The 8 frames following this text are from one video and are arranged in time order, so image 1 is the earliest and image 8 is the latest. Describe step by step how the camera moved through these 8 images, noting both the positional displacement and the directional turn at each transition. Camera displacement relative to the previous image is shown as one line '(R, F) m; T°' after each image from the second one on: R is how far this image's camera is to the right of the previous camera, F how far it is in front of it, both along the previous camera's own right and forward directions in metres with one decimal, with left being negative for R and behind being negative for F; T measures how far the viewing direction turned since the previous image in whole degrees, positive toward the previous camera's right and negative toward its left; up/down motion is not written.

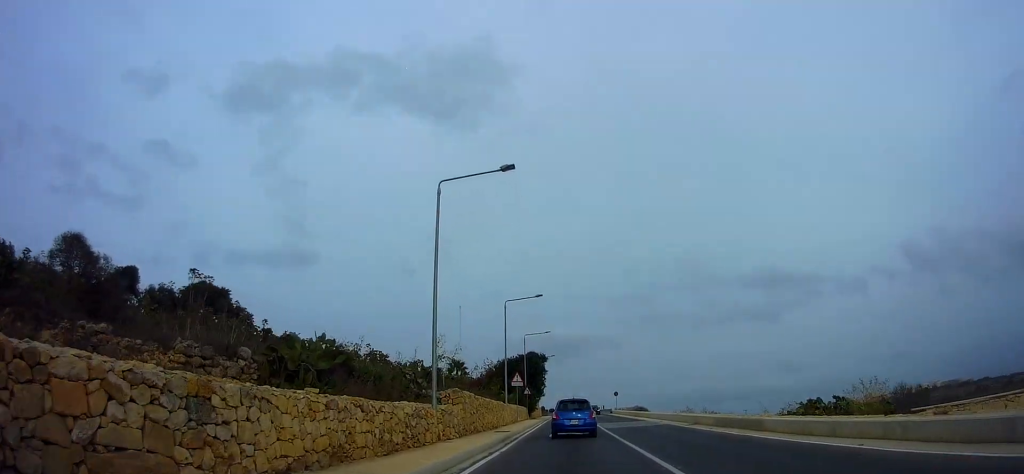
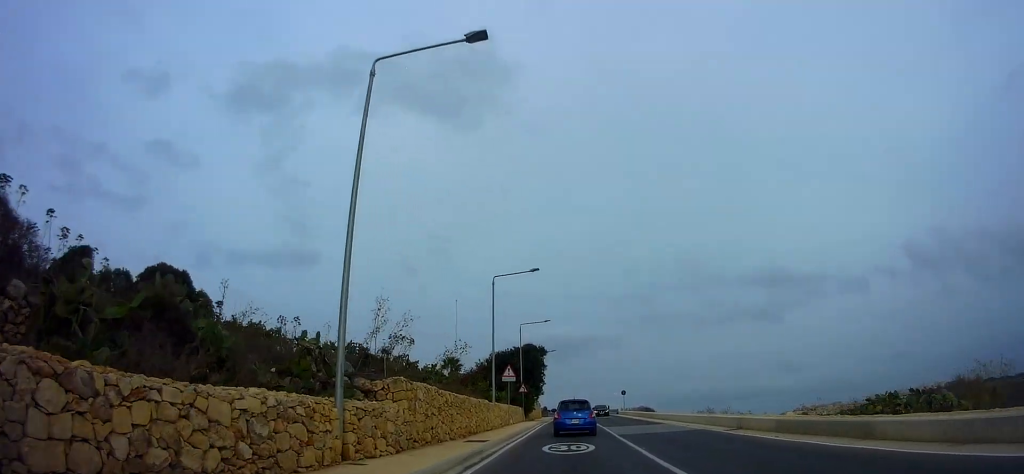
(+0.1, +6.2) m; +2°
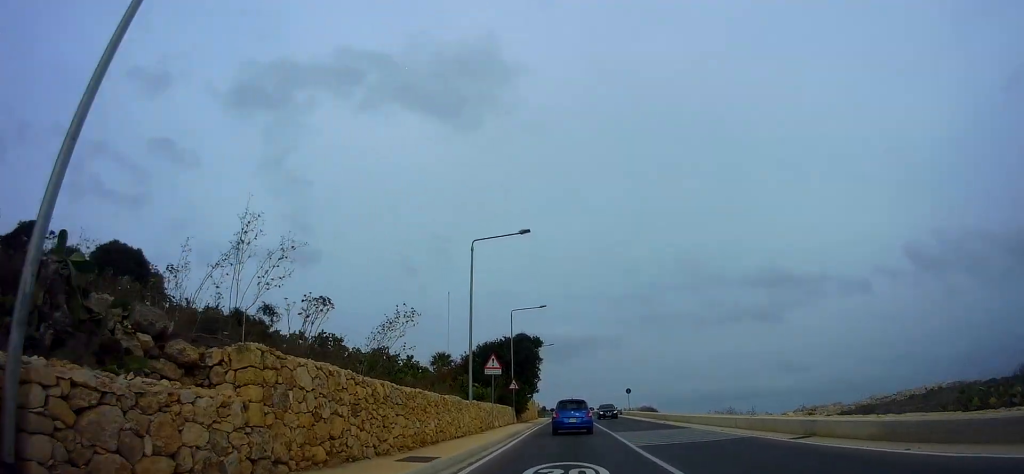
(+0.1, +5.8) m; +2°
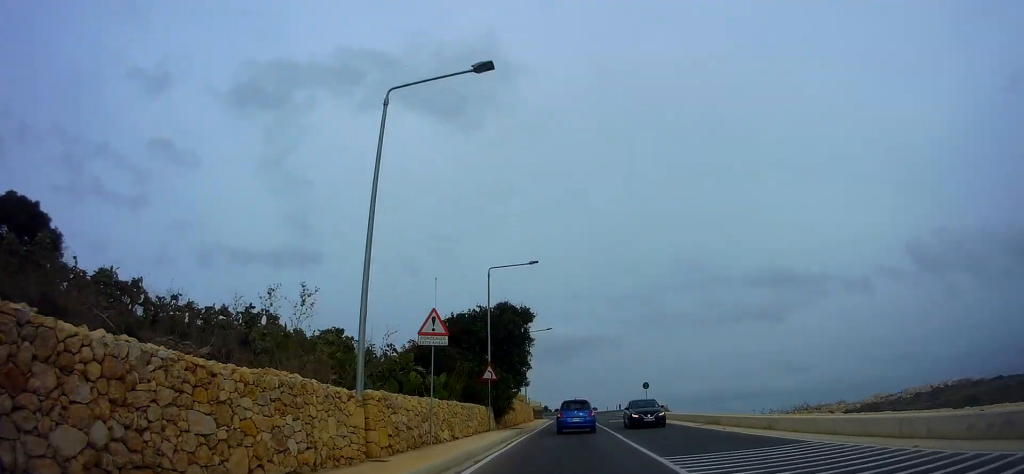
(+0.2, +11.2) m; +1°
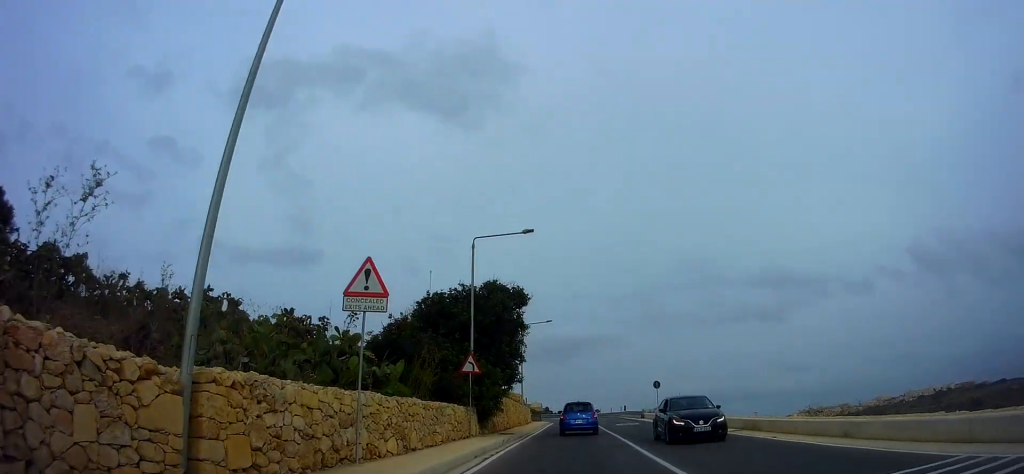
(+0.2, +4.8) m; -2°
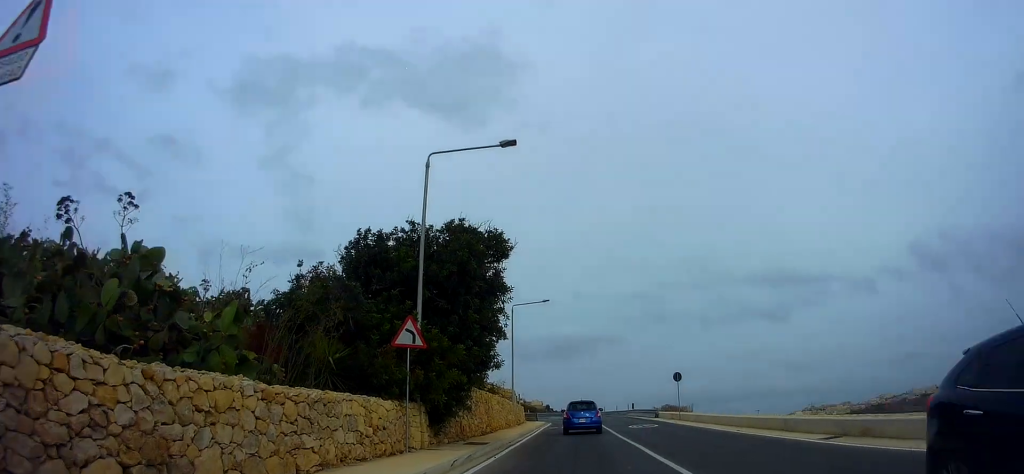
(-0.5, +7.4) m; -3°
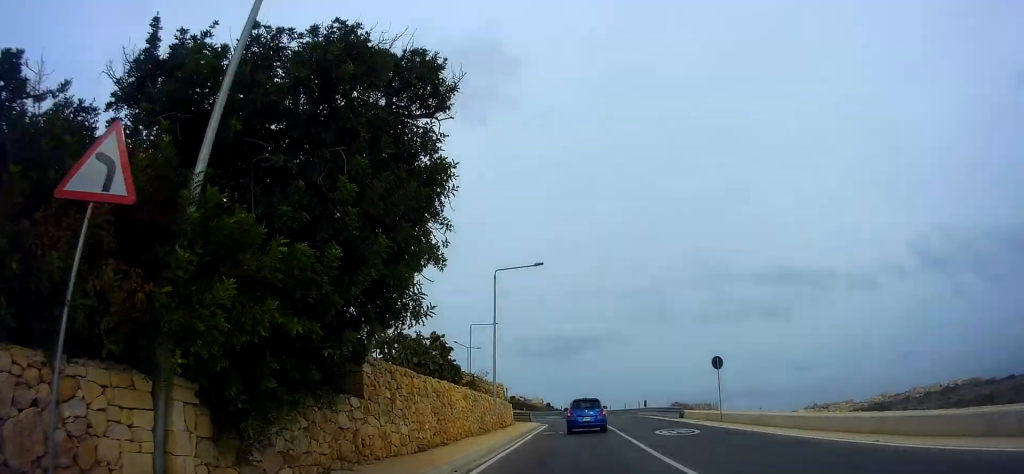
(-0.3, +8.7) m; -1°
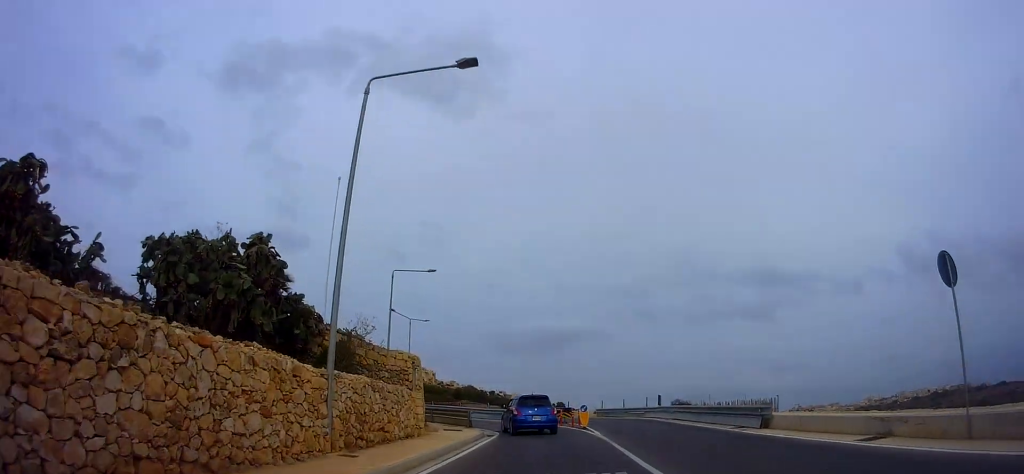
(+0.5, +17.1) m; +5°
